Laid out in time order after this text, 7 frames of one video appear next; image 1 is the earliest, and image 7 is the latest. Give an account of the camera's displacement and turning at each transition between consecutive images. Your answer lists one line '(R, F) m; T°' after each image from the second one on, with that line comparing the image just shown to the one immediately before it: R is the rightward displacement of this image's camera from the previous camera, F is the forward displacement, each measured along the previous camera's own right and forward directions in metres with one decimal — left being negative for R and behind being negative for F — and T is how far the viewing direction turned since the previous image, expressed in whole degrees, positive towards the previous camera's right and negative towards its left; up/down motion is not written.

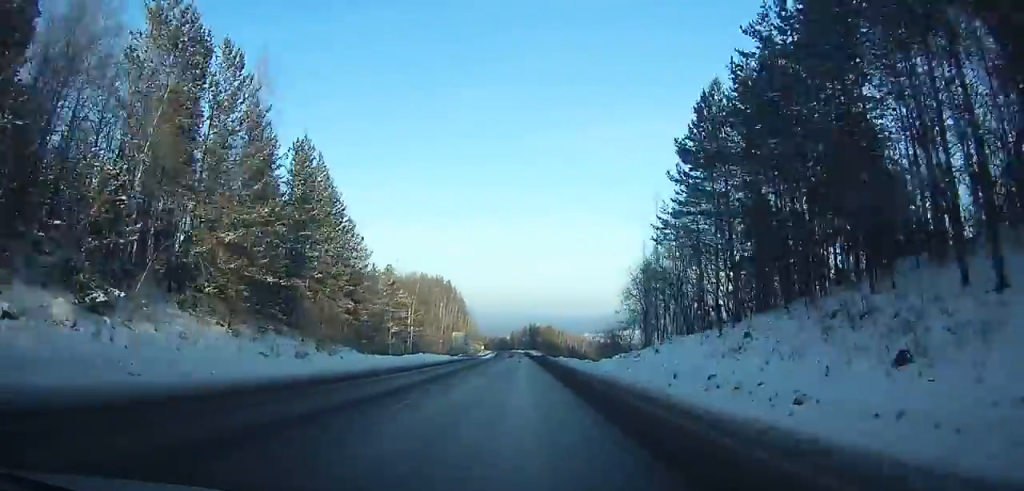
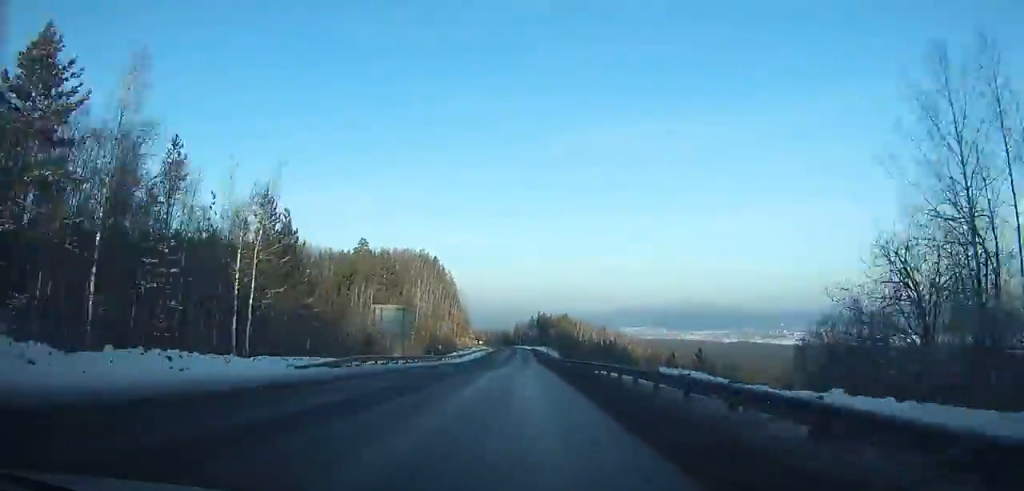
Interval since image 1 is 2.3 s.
(-0.7, +62.9) m; +1°
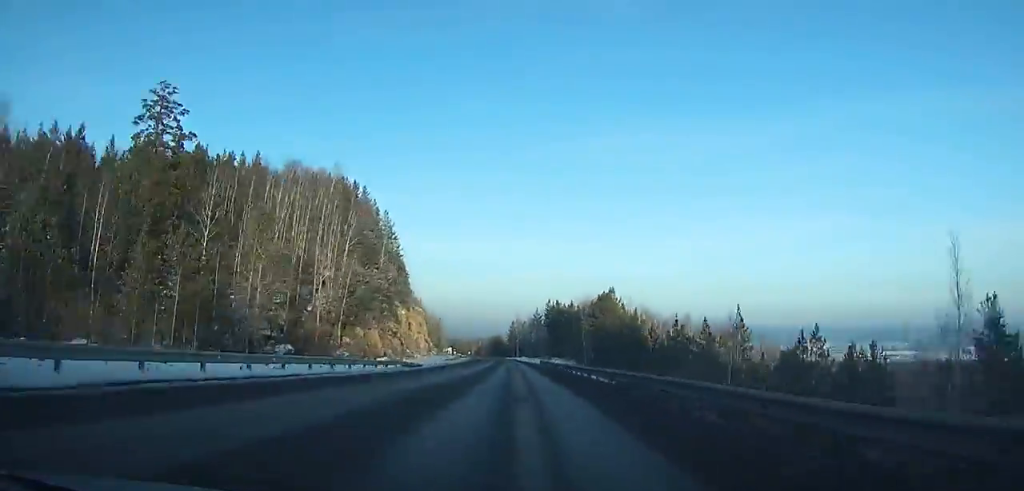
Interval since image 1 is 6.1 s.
(-1.4, +104.3) m; -6°
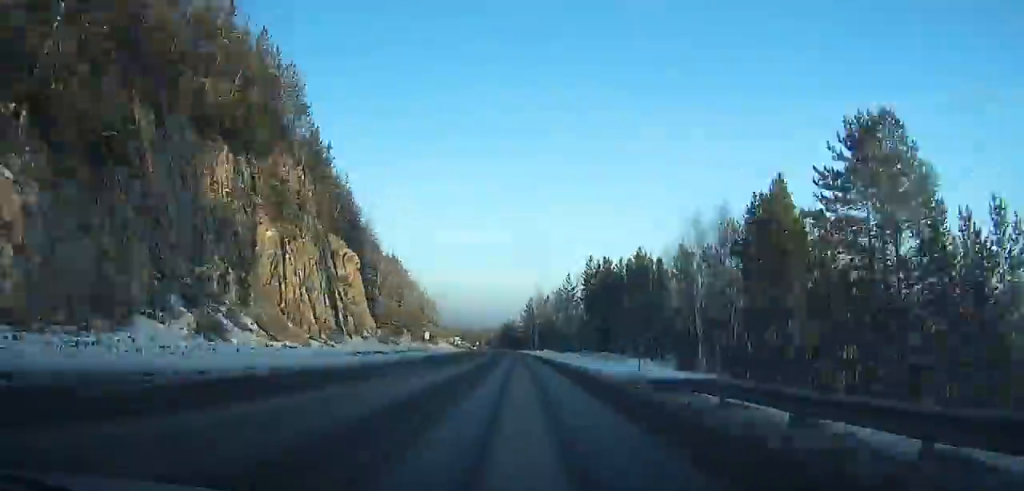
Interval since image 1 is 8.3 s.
(-4.9, +61.2) m; -3°
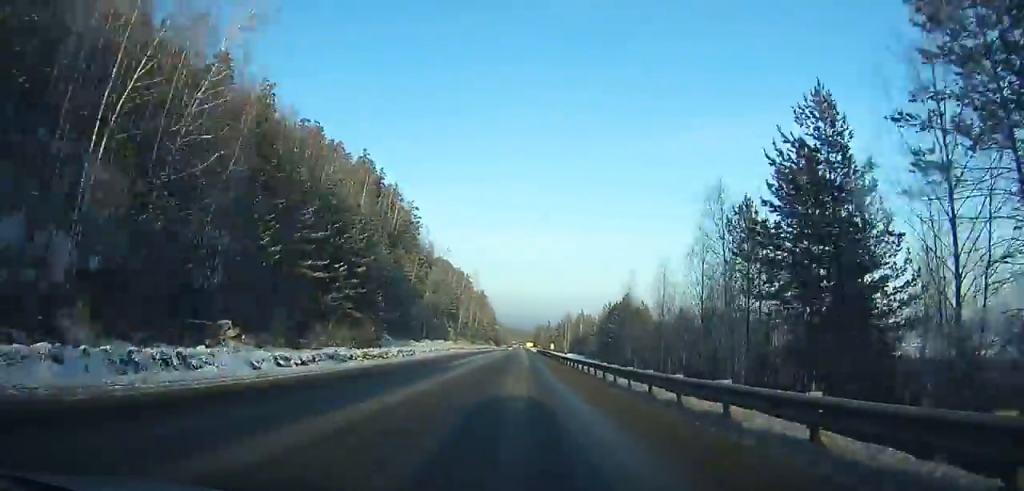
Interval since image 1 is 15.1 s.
(-3.0, +189.8) m; -2°
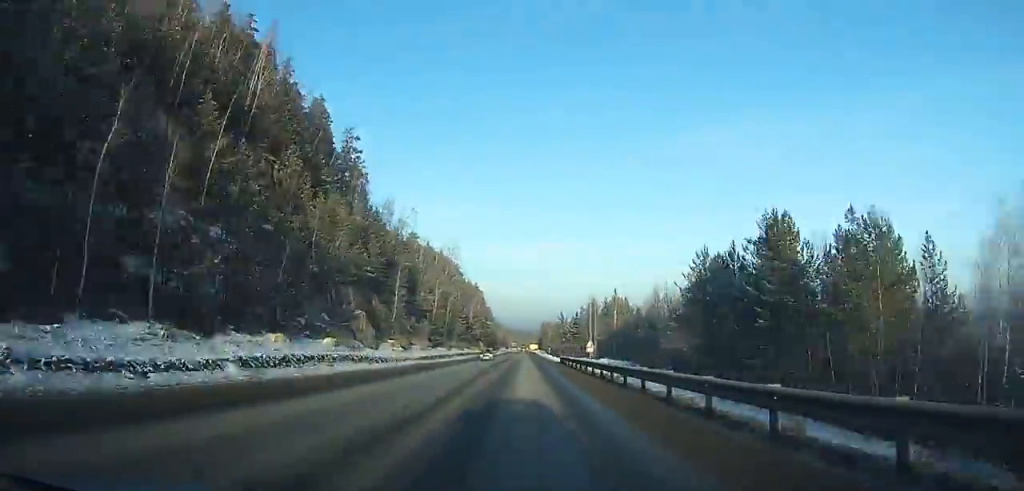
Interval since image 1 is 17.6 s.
(+0.3, +70.2) m; +1°
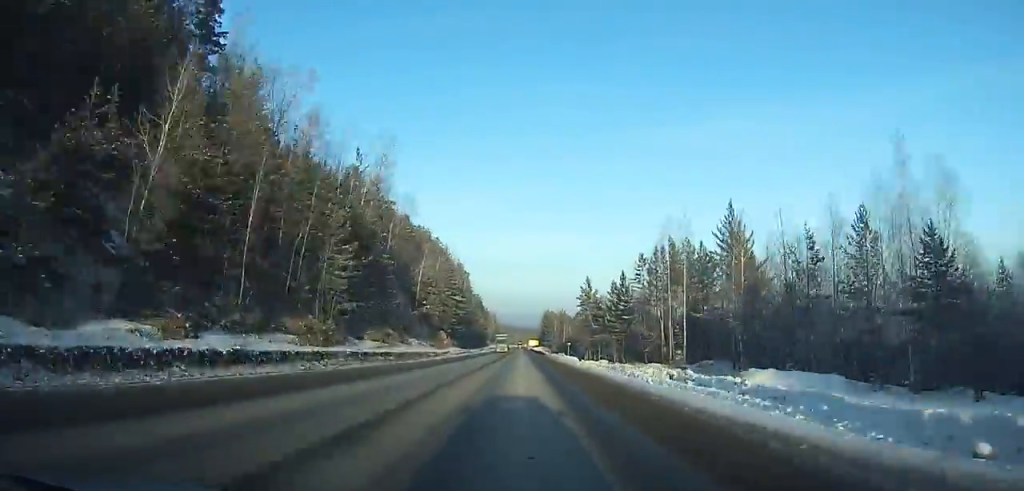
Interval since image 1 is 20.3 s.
(+2.7, +76.4) m; -3°
